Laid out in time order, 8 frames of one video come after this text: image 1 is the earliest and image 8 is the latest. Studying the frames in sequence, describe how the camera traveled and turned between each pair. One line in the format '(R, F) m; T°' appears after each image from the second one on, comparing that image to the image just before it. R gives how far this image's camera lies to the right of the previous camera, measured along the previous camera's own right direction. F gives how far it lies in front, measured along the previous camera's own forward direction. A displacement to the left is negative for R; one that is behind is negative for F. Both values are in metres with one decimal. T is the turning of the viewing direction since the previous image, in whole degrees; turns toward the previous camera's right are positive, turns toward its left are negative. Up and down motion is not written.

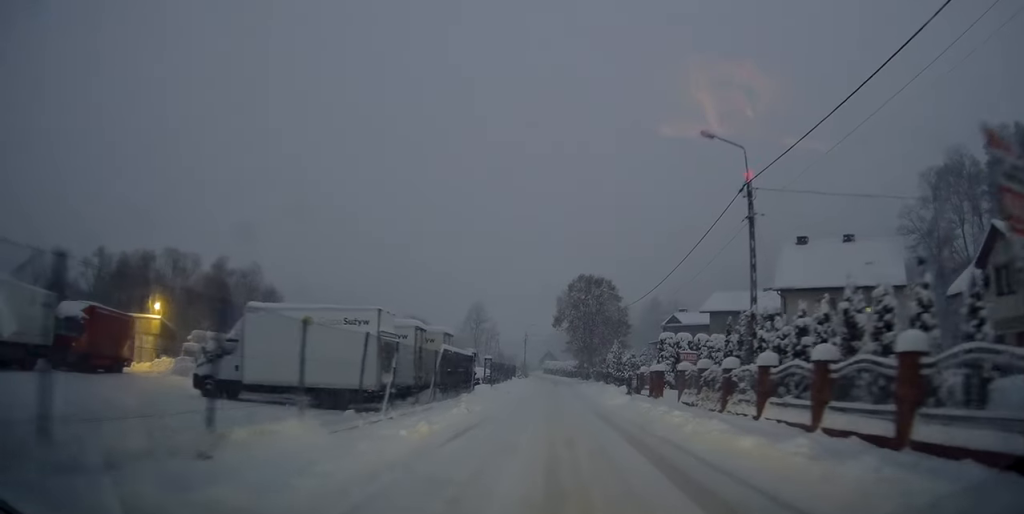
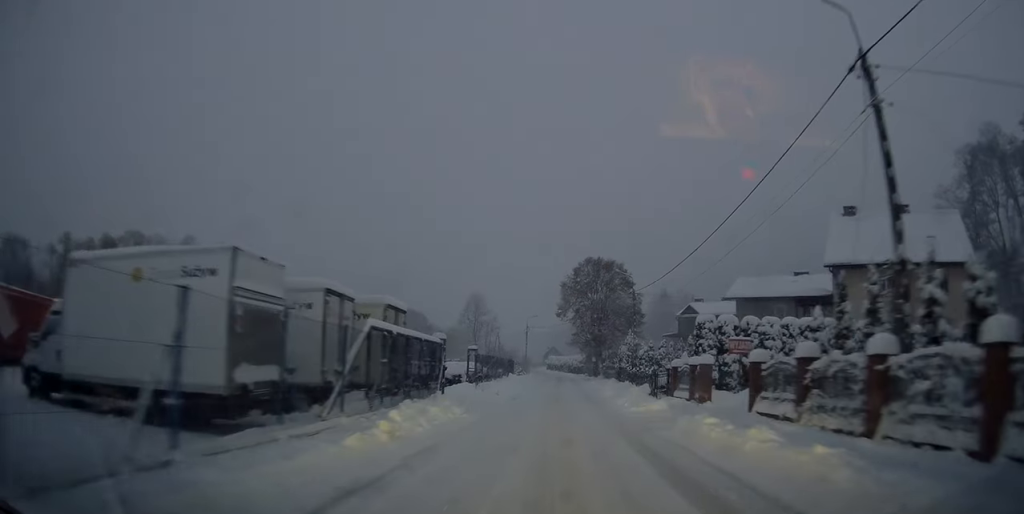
(-0.1, +8.6) m; -1°
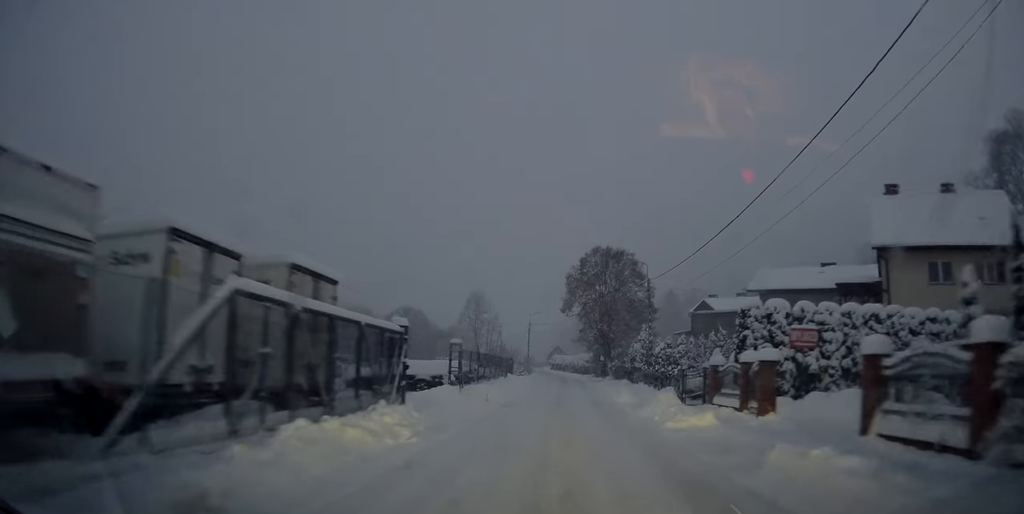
(0.0, +5.8) m; 0°
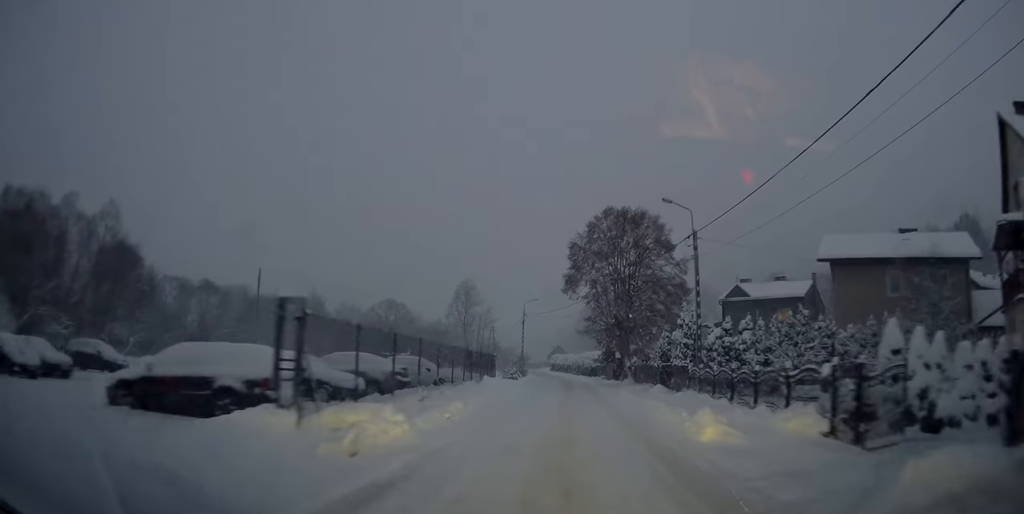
(-0.1, +15.0) m; 0°
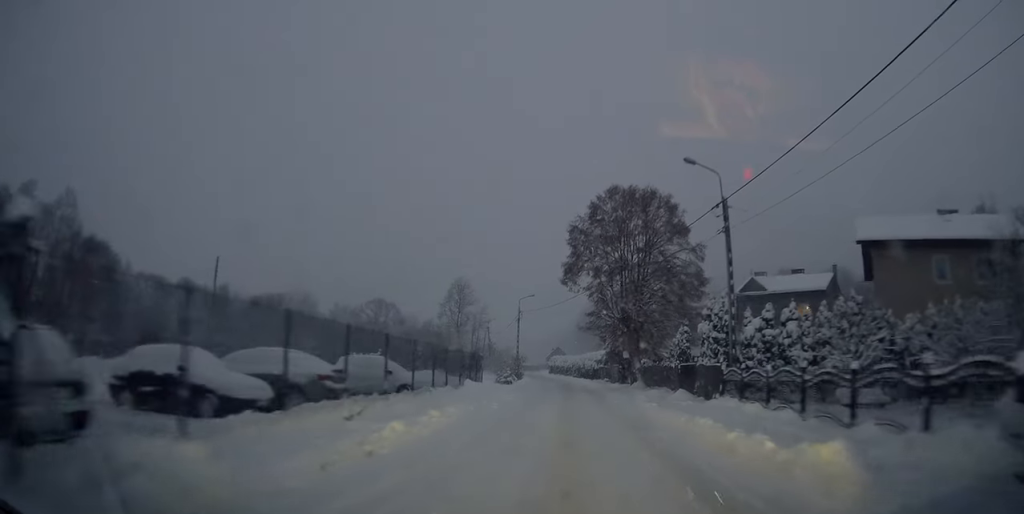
(+0.1, +5.8) m; +1°
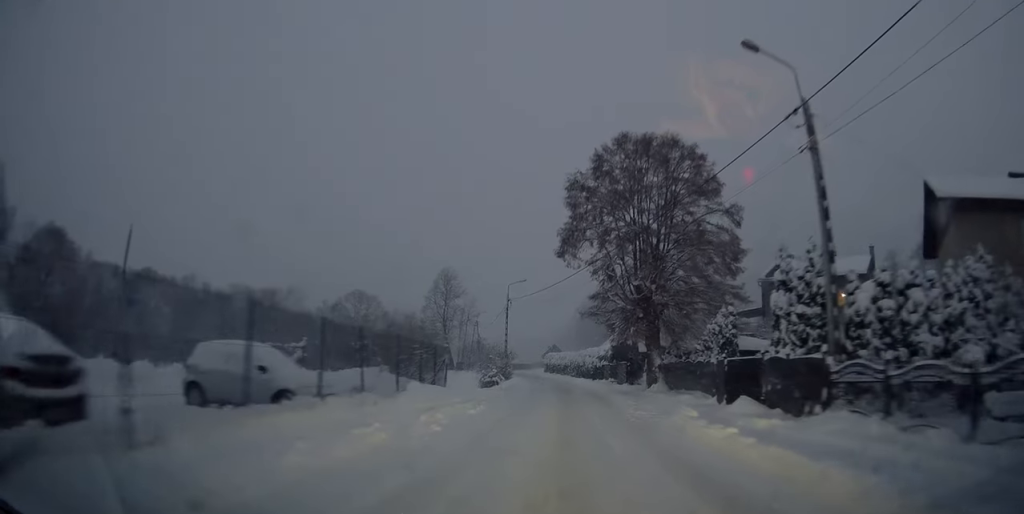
(+0.1, +8.9) m; 0°
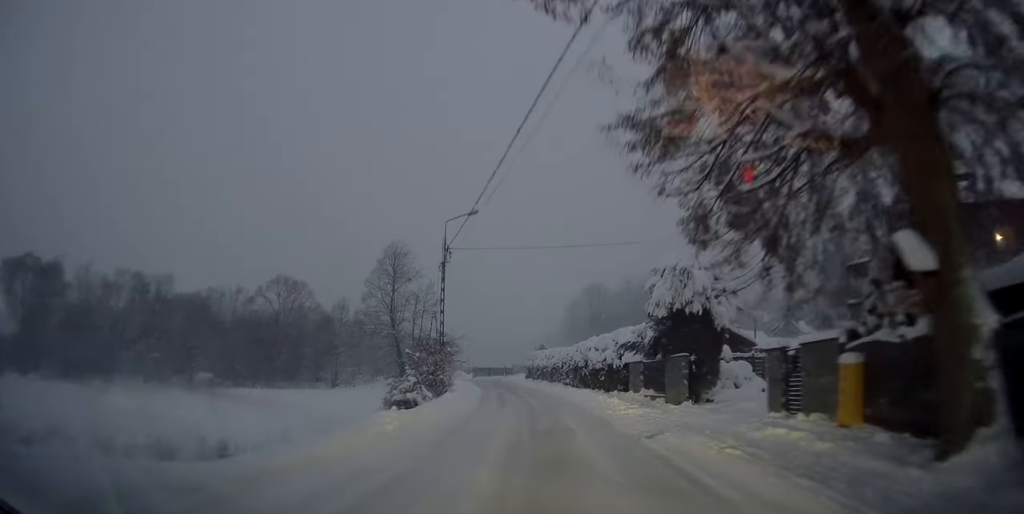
(-0.1, +23.5) m; -1°
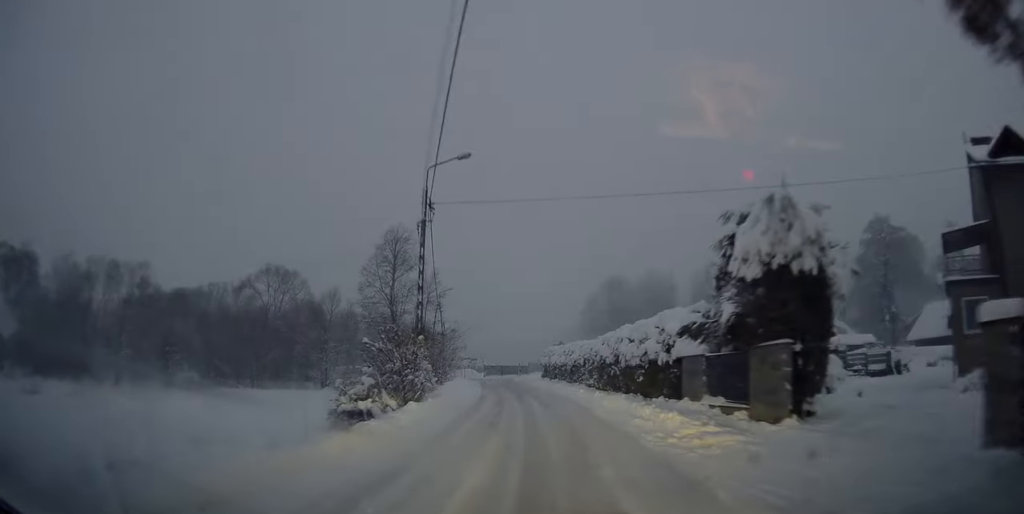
(+0.2, +7.7) m; -1°
